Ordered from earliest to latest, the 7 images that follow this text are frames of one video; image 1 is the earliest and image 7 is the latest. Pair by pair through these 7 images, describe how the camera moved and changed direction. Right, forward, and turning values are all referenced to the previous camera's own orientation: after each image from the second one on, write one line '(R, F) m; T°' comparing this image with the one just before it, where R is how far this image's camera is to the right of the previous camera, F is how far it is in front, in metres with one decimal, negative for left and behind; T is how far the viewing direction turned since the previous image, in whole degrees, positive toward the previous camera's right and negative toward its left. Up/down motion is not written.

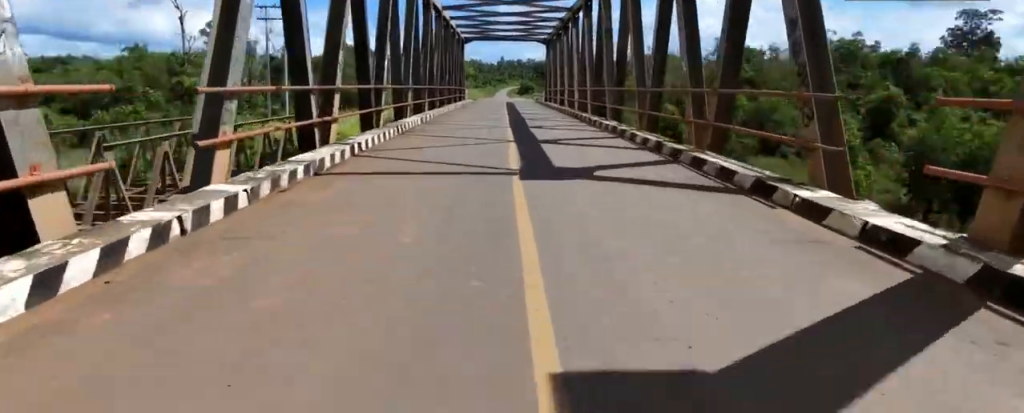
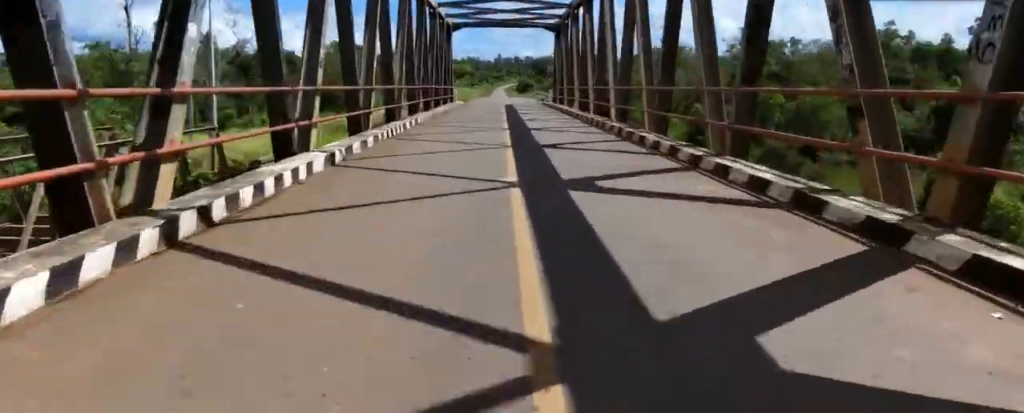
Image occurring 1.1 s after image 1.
(-0.3, +11.5) m; +1°
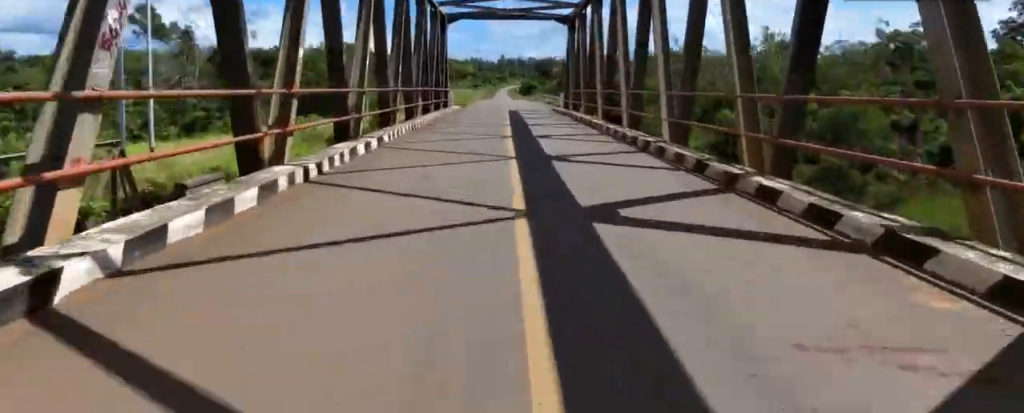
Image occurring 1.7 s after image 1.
(+0.2, +6.7) m; +2°
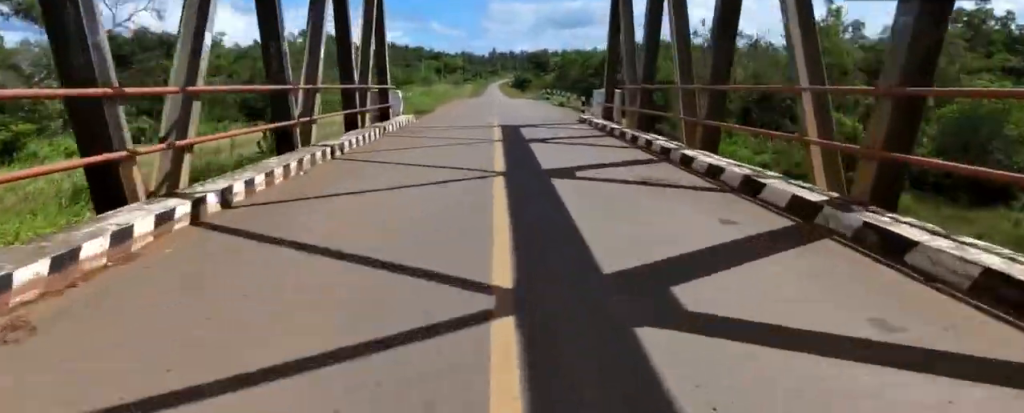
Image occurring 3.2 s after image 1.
(+0.9, +18.1) m; -1°
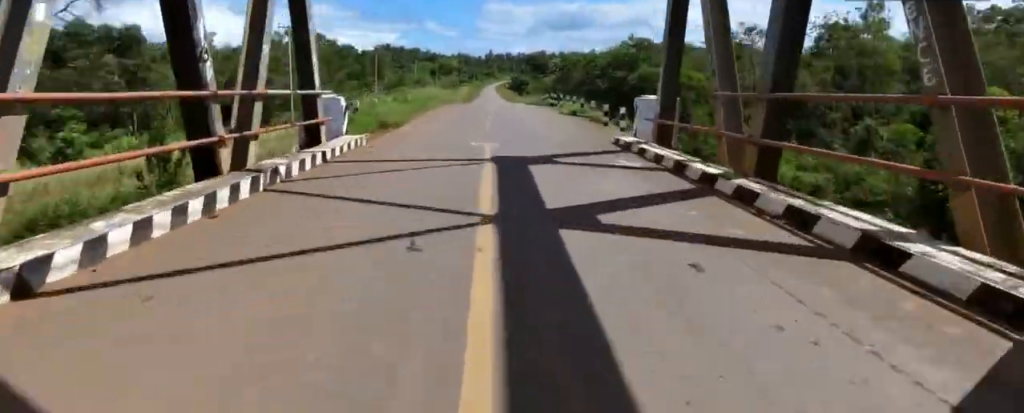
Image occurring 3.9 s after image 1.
(-0.5, +7.6) m; -2°
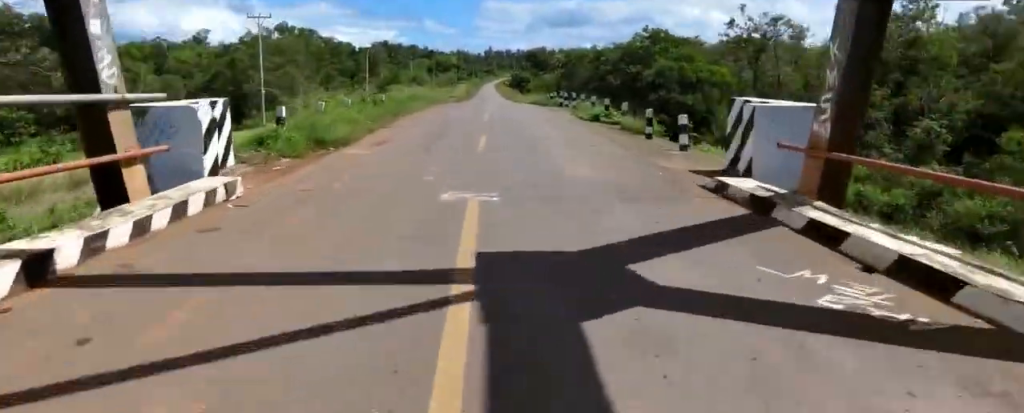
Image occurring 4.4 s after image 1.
(-0.2, +6.8) m; -1°
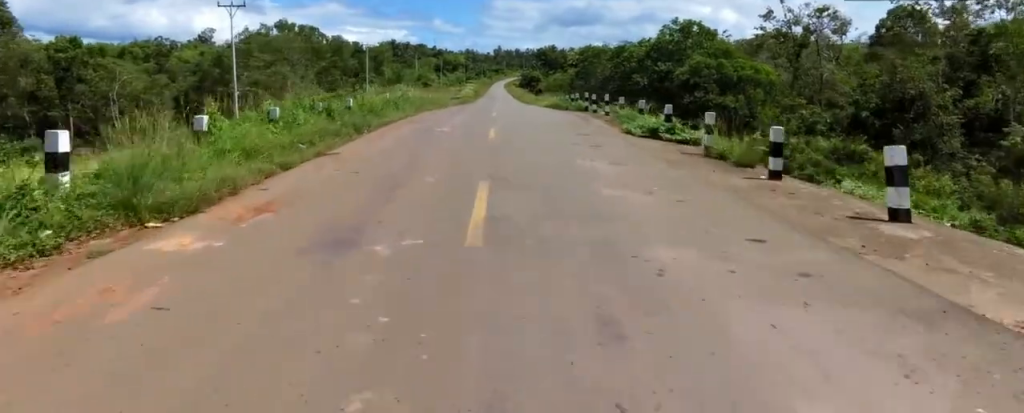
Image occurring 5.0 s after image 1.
(+0.2, +6.9) m; 0°
